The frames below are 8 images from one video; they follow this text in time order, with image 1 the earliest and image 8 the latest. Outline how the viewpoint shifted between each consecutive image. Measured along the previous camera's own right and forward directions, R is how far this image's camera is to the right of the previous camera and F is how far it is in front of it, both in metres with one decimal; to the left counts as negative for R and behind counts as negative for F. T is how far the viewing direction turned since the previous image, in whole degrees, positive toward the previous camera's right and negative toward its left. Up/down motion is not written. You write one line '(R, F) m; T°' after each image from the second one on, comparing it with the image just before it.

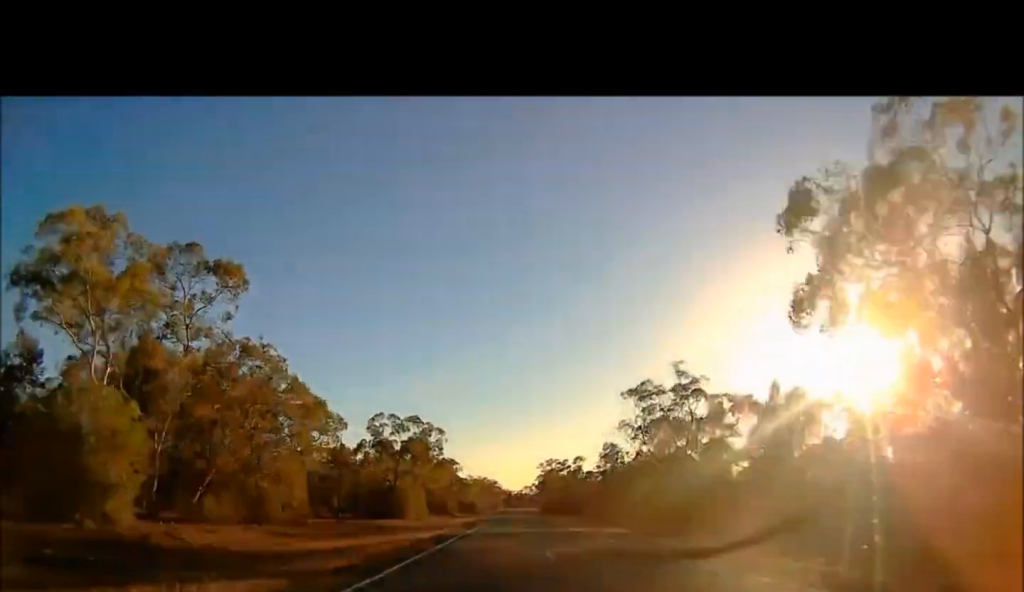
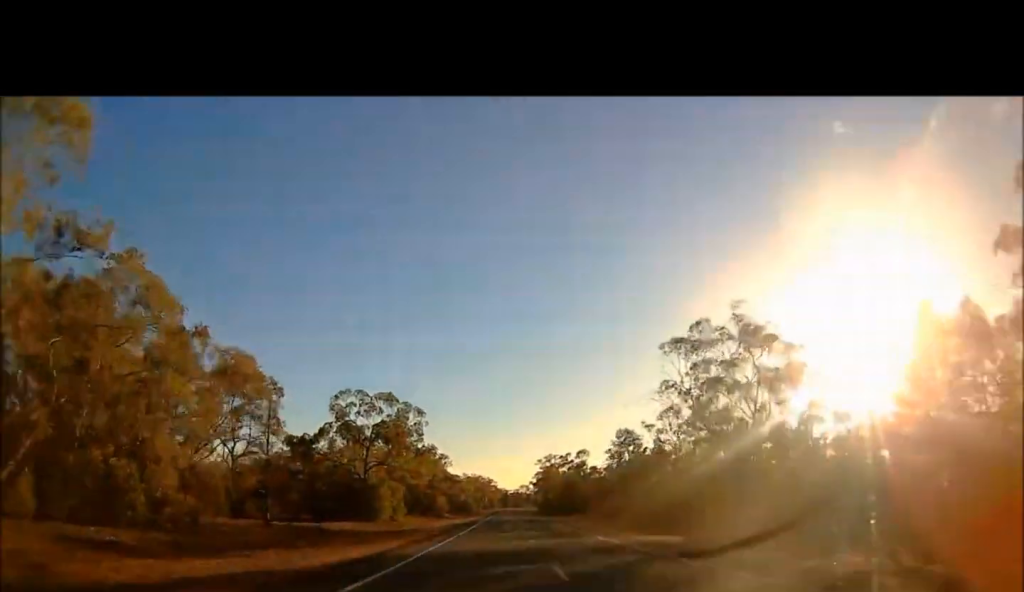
(0.0, +16.7) m; 0°
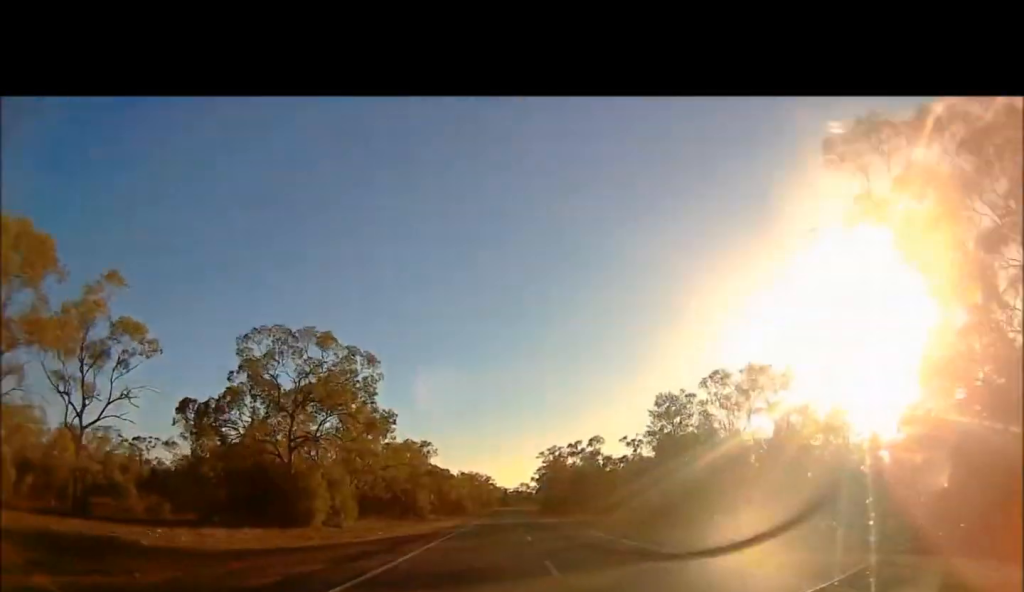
(0.0, +24.4) m; 0°
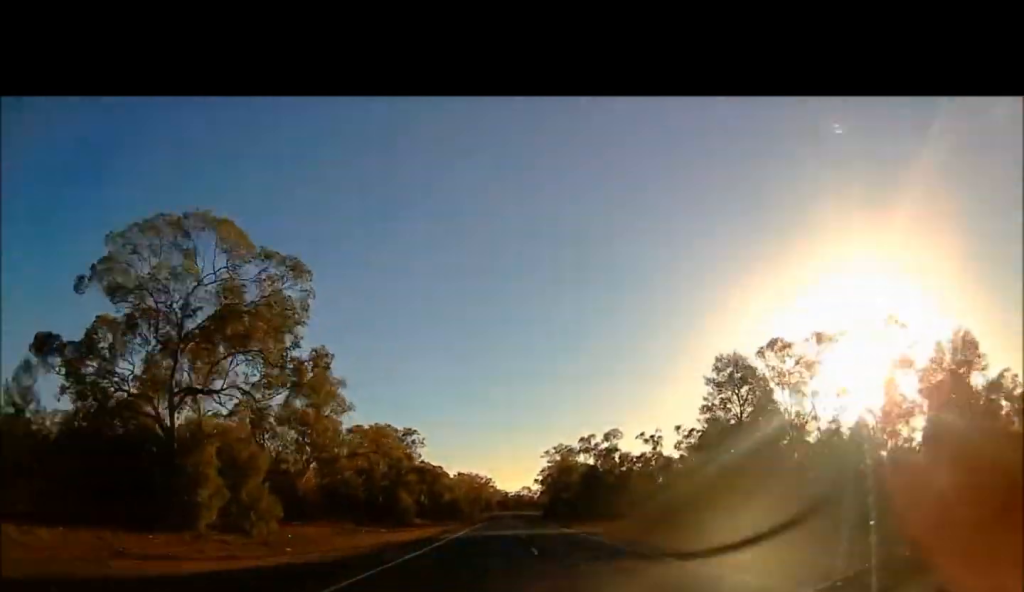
(0.0, +16.6) m; 0°
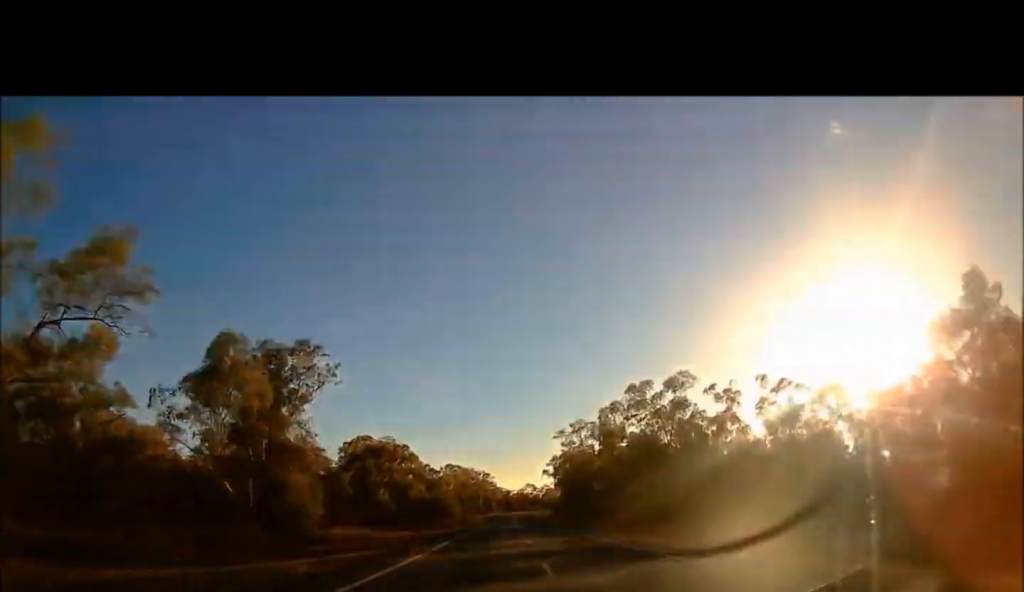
(+0.1, +43.6) m; +1°
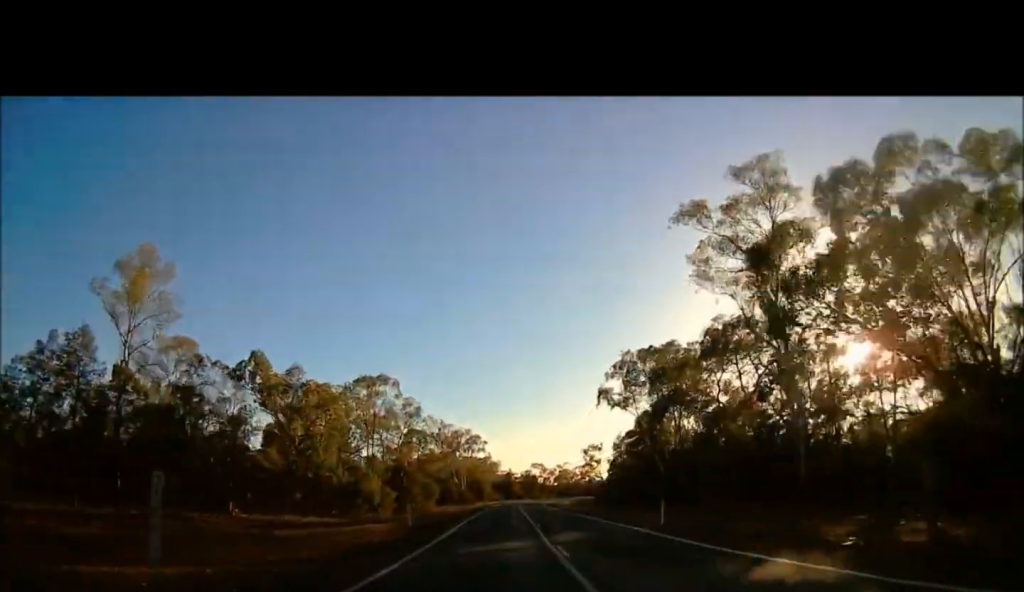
(+0.7, +94.1) m; -2°
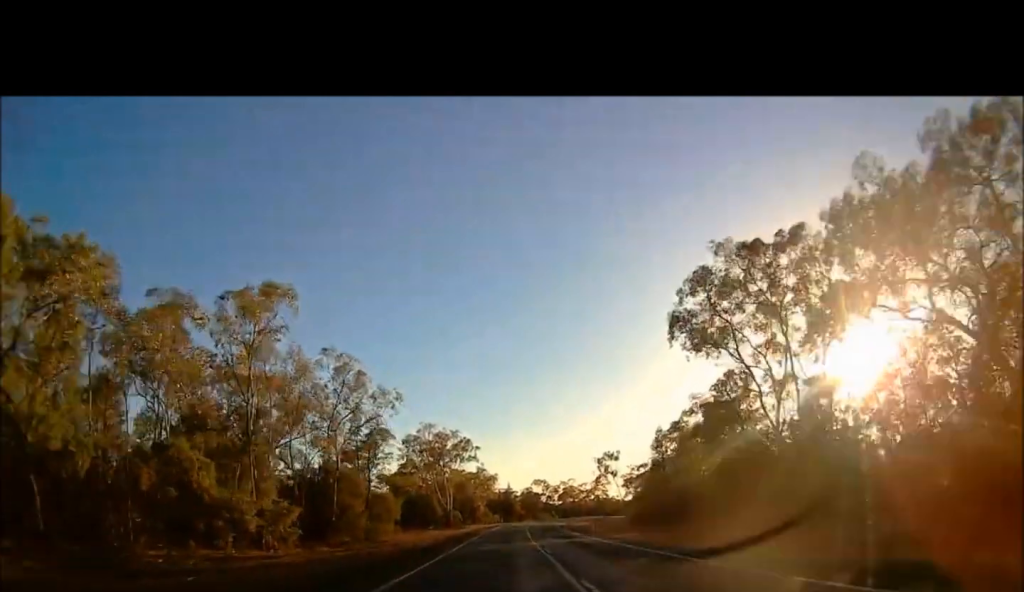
(-0.8, +30.7) m; -1°
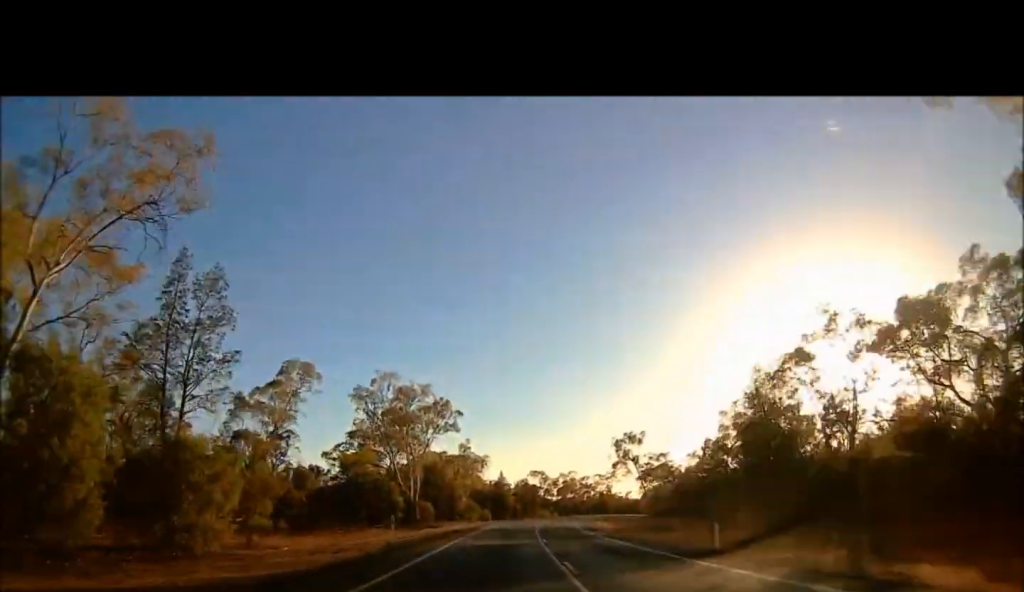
(+0.3, +34.1) m; +3°
